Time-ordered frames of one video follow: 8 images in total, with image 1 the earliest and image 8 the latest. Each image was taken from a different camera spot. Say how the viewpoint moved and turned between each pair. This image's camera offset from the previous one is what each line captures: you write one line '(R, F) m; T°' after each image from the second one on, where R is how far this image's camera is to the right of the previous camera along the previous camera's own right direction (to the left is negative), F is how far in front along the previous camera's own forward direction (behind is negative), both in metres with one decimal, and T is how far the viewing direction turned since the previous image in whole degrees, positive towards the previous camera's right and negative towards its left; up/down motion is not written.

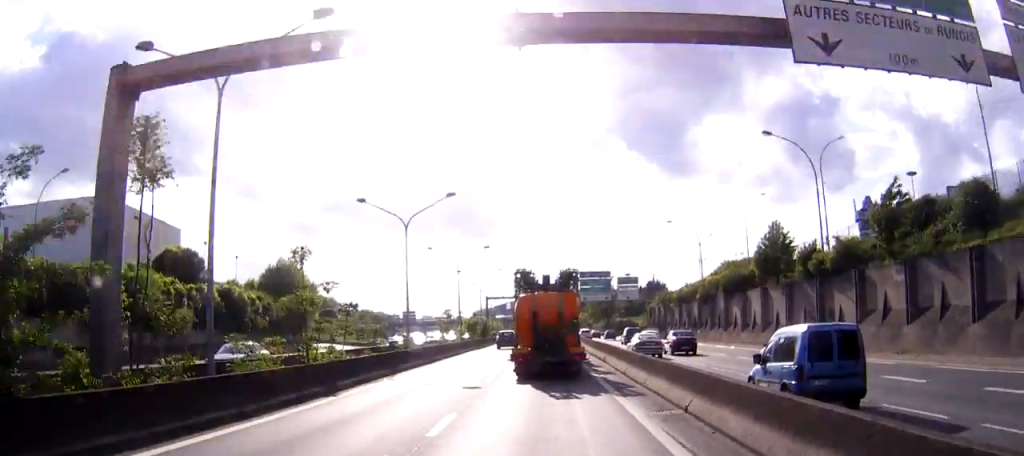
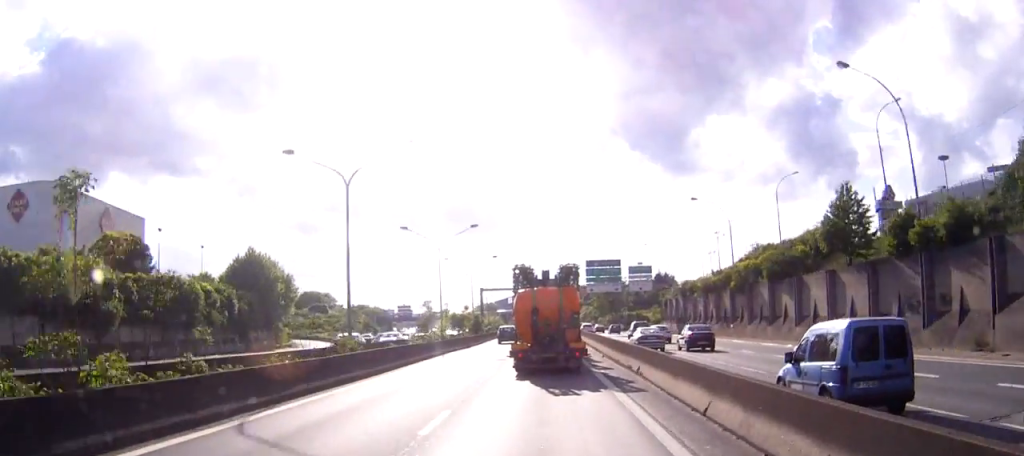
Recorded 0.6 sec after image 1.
(0.0, +13.6) m; 0°
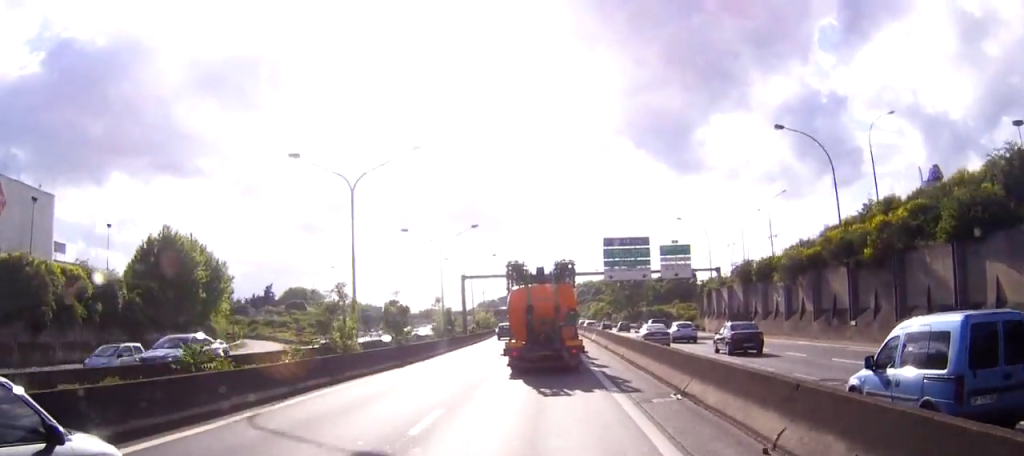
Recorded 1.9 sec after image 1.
(0.0, +27.0) m; 0°
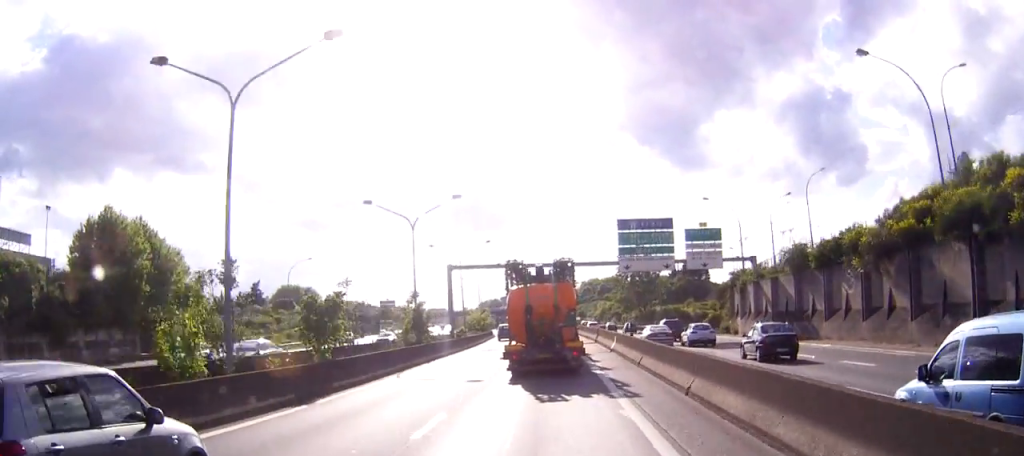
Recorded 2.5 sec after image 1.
(-0.1, +13.3) m; -1°
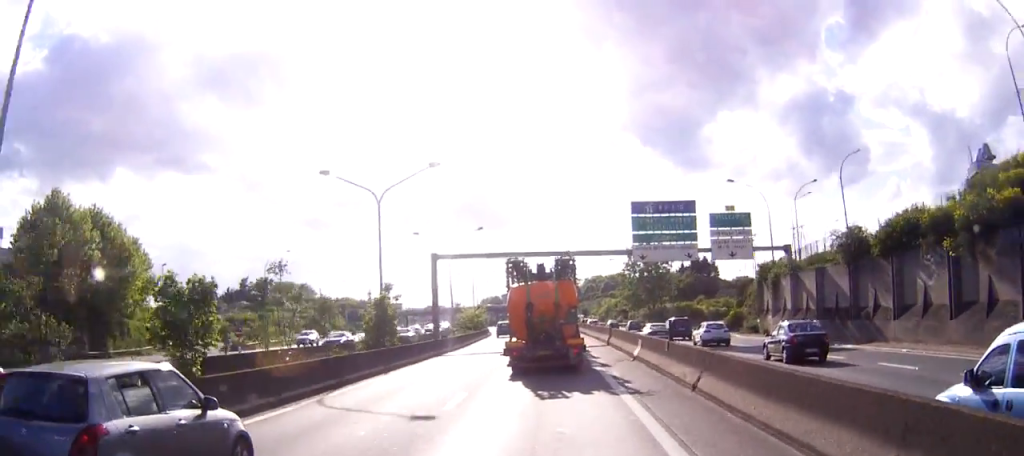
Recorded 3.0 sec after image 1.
(0.0, +9.7) m; 0°
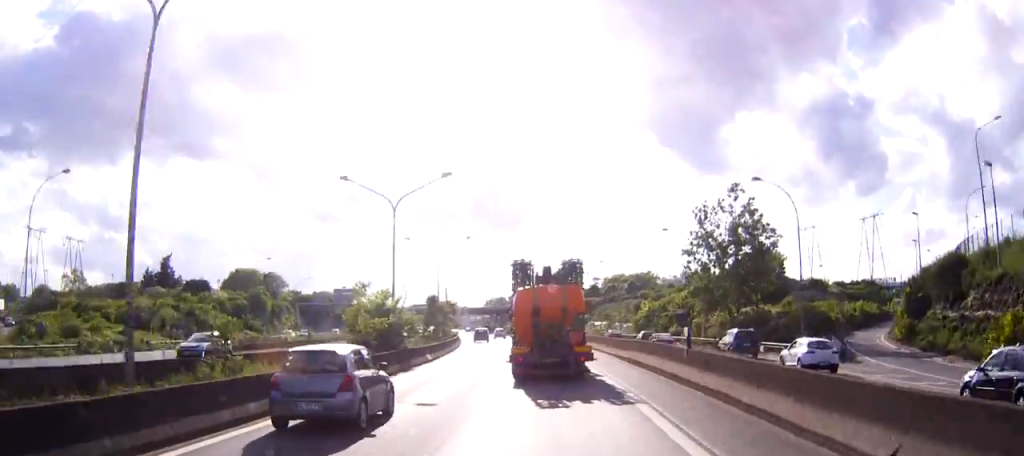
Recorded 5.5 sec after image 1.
(0.0, +50.8) m; +1°
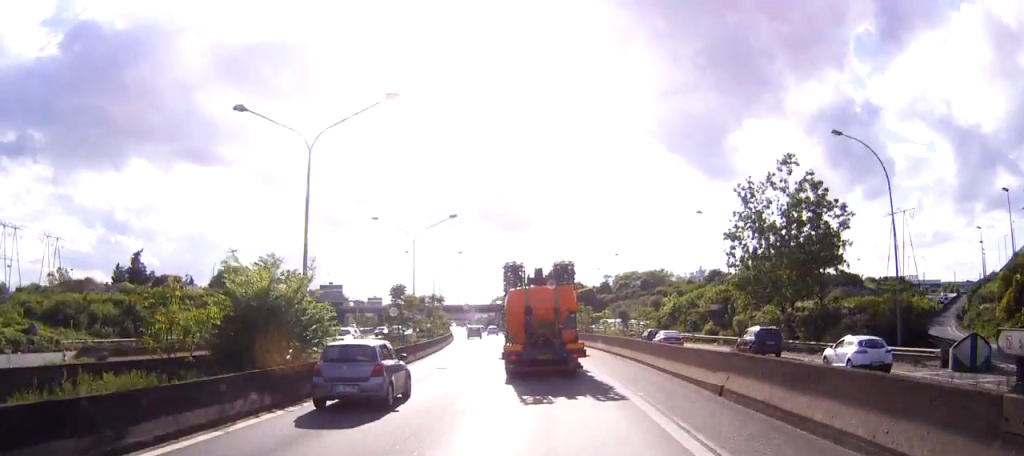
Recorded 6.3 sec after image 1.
(+0.1, +15.3) m; 0°
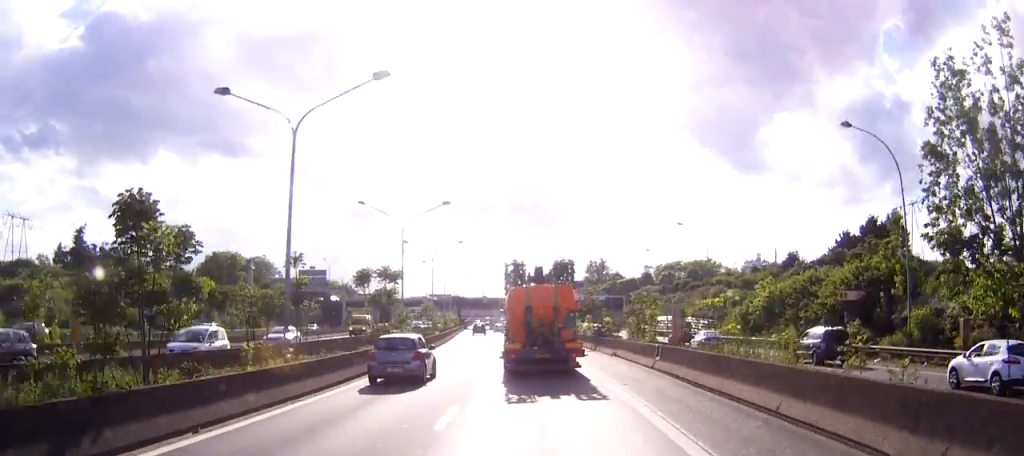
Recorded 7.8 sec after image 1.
(-0.3, +29.6) m; -2°
